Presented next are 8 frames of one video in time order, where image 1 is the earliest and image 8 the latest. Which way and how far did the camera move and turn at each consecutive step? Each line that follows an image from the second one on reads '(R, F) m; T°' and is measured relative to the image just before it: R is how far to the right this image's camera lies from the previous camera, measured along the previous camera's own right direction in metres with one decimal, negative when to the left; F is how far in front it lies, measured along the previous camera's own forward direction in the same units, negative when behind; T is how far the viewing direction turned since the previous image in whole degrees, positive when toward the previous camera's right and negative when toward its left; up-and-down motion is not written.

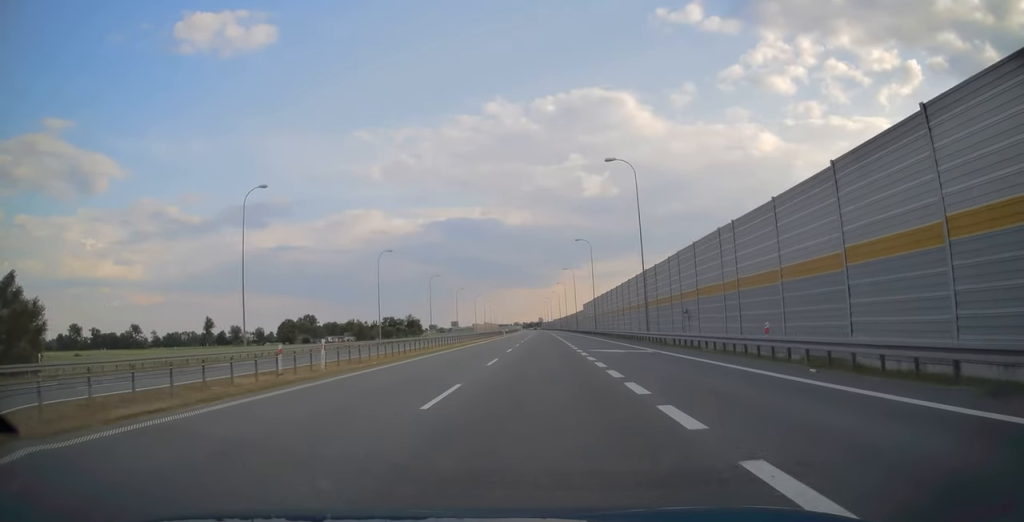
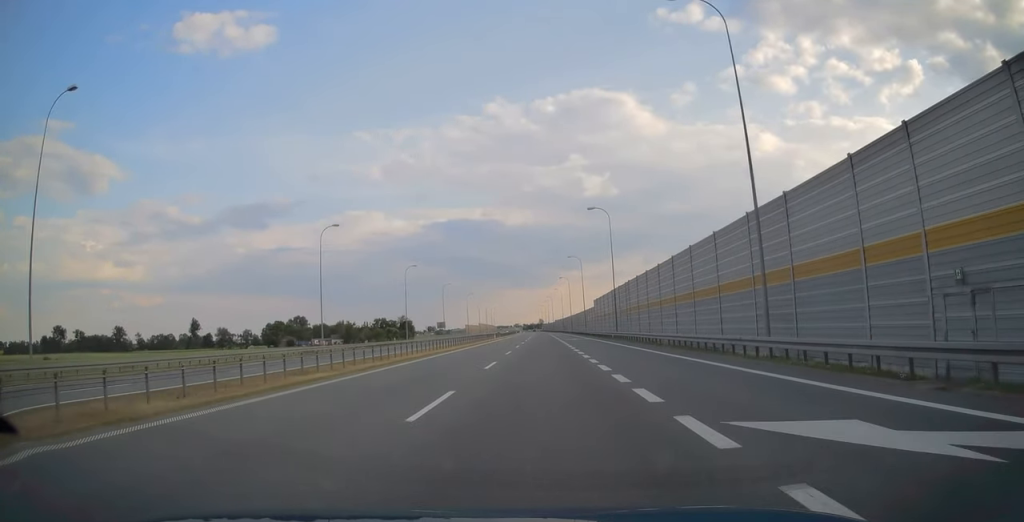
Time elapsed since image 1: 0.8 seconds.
(0.0, +25.0) m; 0°
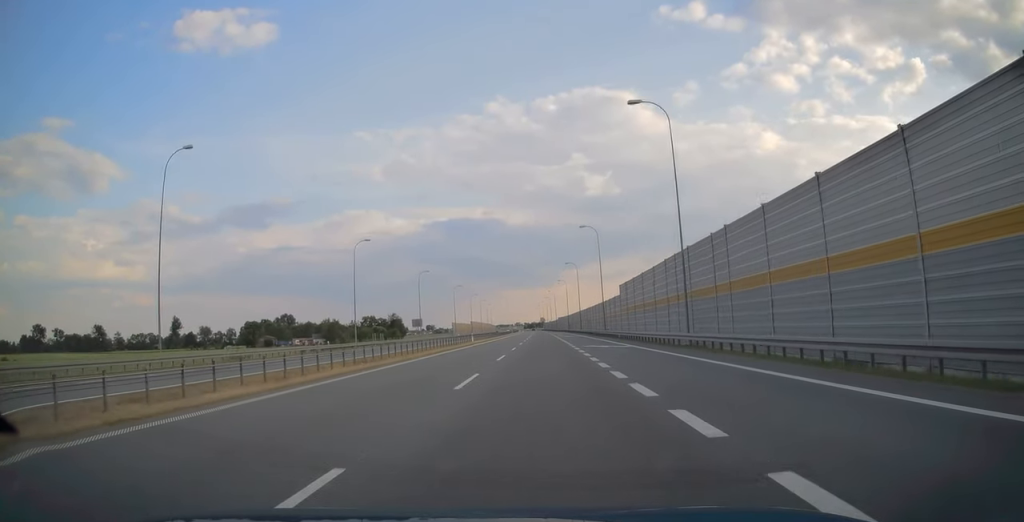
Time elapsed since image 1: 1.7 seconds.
(0.0, +31.6) m; 0°
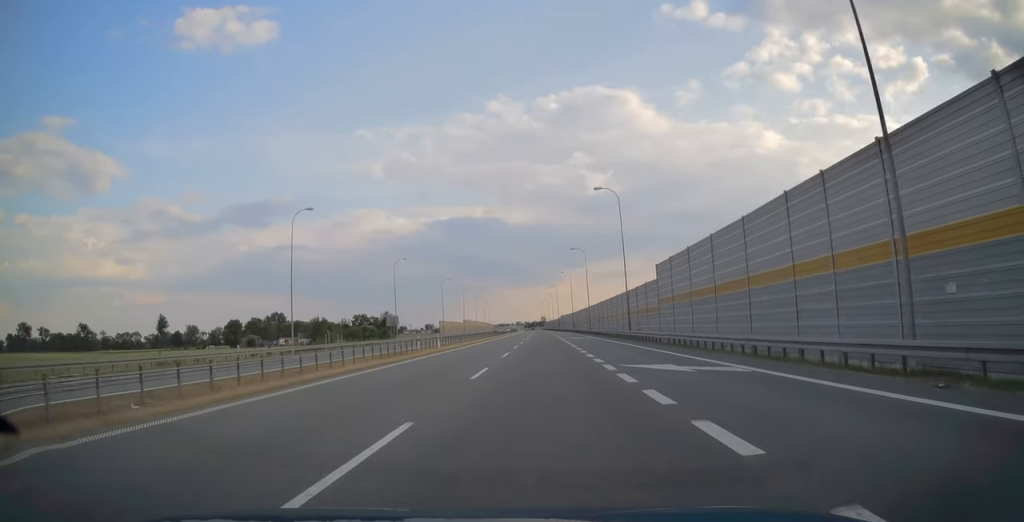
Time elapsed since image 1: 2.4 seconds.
(-0.1, +21.2) m; 0°
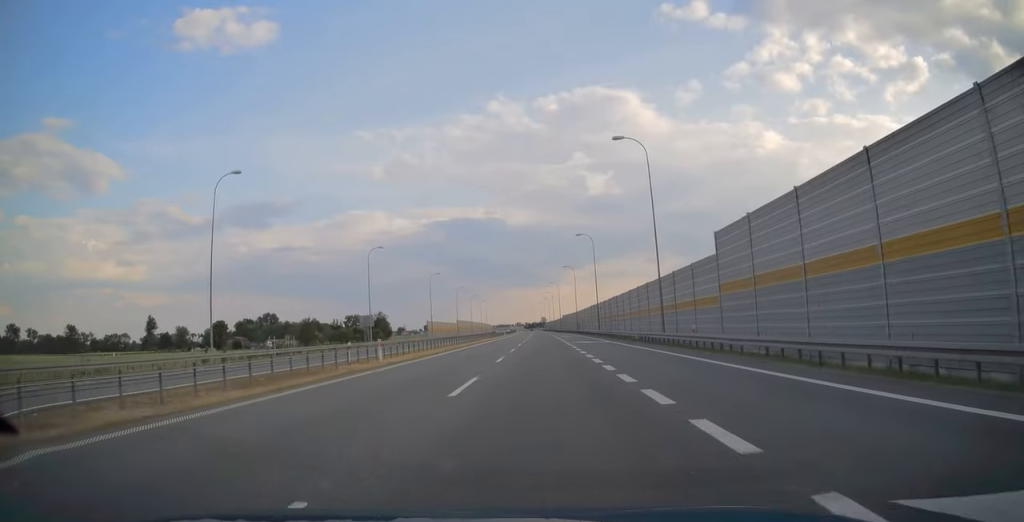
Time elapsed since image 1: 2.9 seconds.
(0.0, +15.8) m; 0°
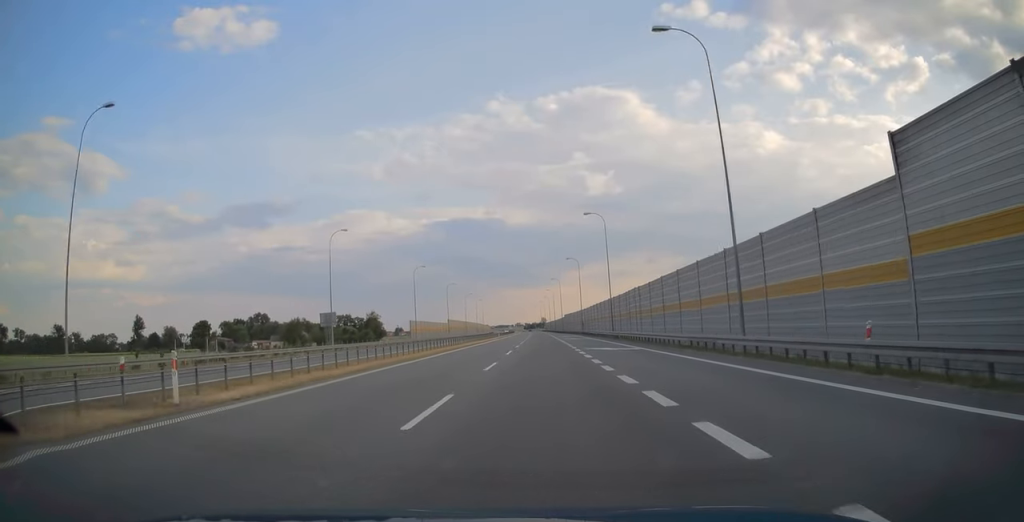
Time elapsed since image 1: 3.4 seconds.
(0.0, +16.4) m; 0°
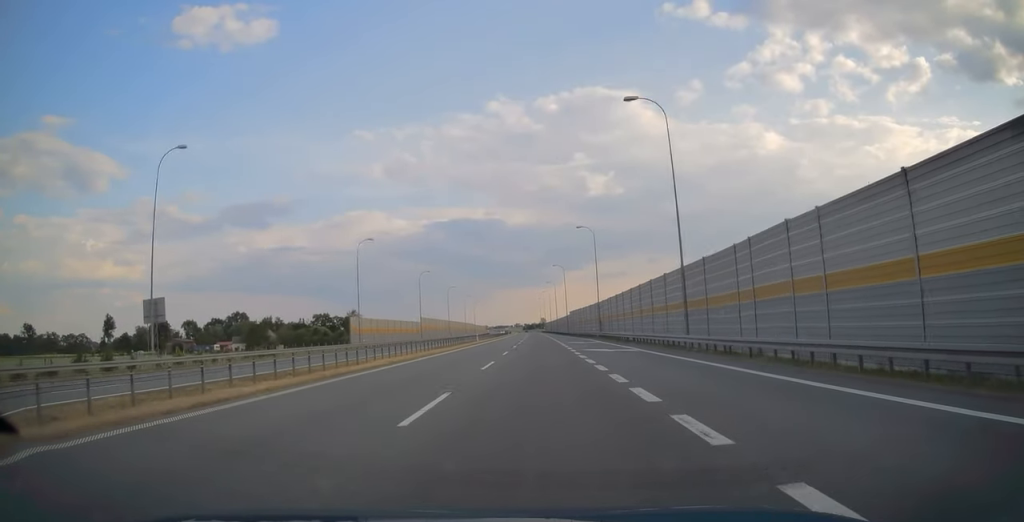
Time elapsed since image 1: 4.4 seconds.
(-0.1, +35.6) m; 0°
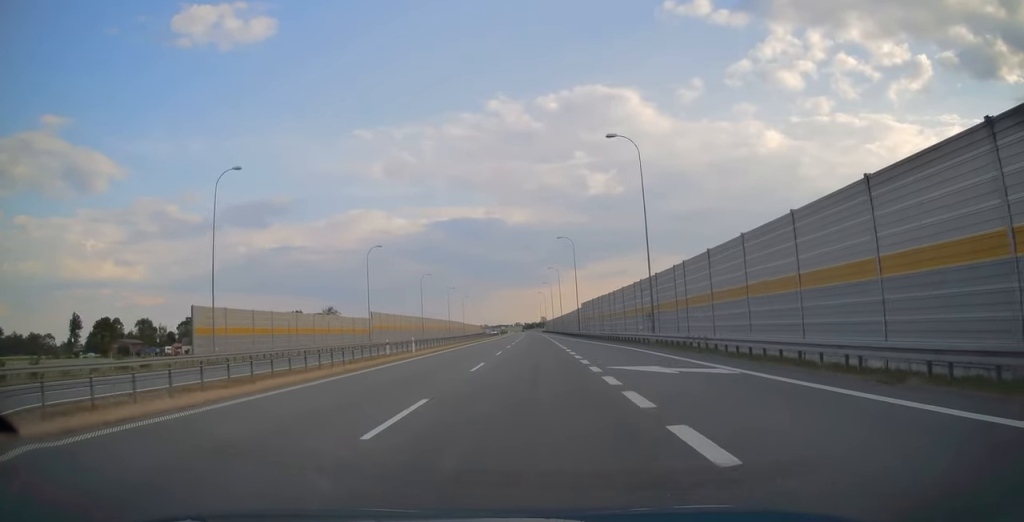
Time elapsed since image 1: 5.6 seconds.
(+0.2, +37.1) m; 0°
